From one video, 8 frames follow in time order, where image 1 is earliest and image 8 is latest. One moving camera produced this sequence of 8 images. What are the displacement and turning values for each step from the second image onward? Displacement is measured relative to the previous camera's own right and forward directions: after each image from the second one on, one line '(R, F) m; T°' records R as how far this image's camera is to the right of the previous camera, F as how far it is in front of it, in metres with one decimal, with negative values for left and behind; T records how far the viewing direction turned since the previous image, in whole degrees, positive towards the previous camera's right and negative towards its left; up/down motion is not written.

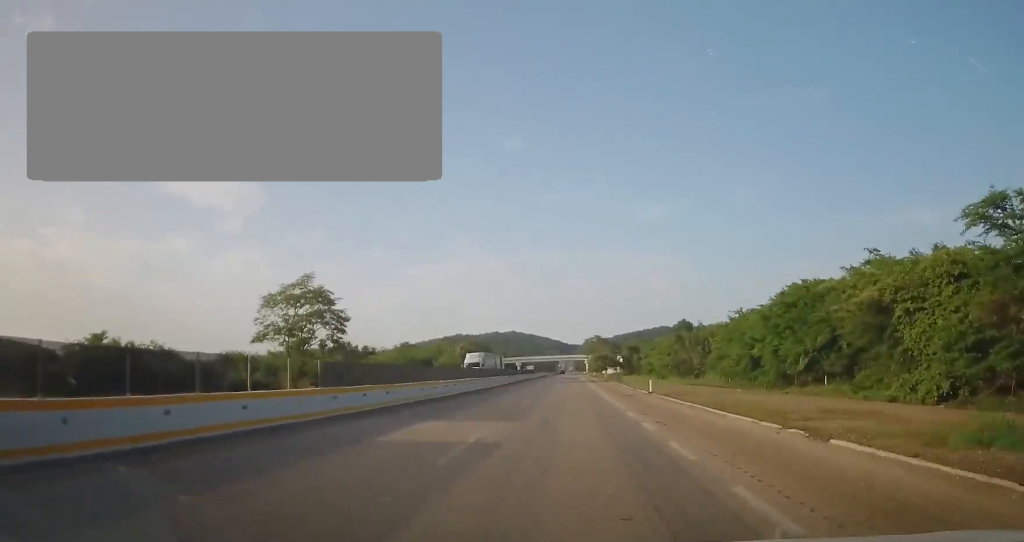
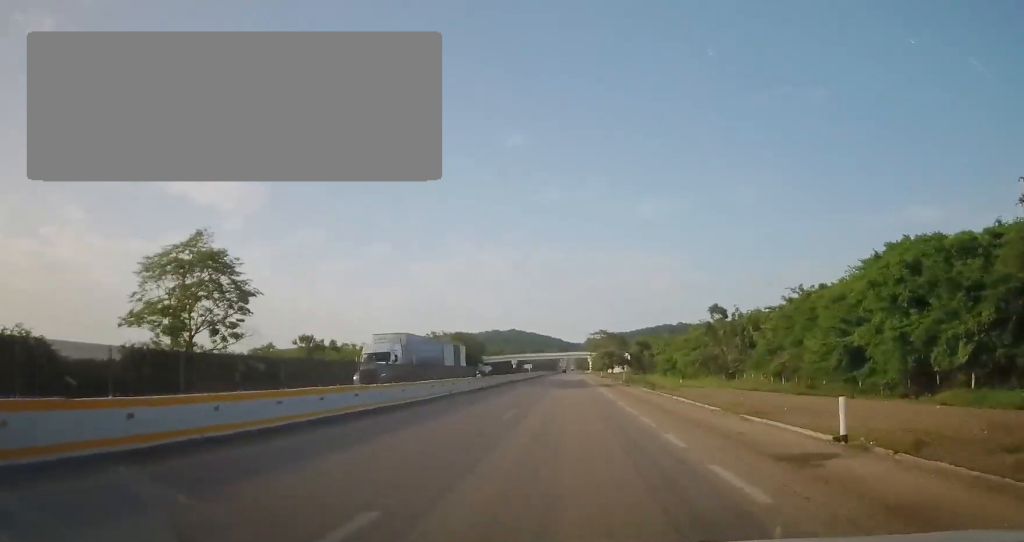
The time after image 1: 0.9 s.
(+0.4, +23.8) m; 0°
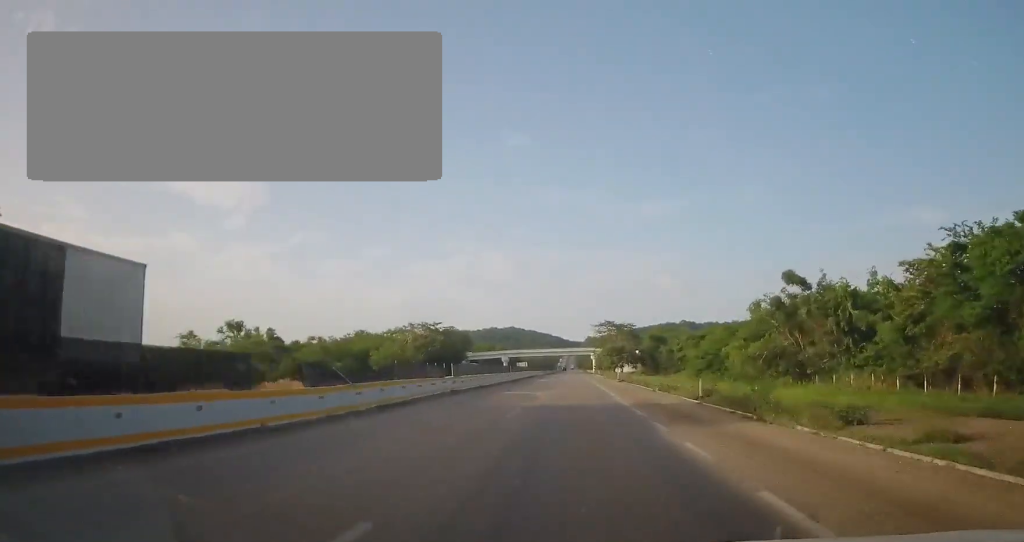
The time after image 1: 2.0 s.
(-0.6, +30.5) m; -1°
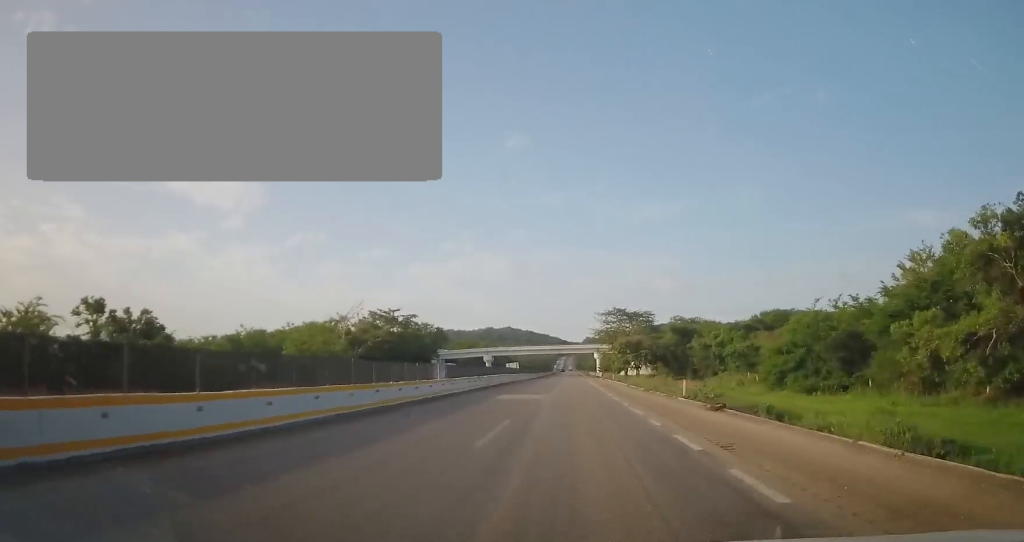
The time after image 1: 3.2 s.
(+0.7, +35.3) m; +2°
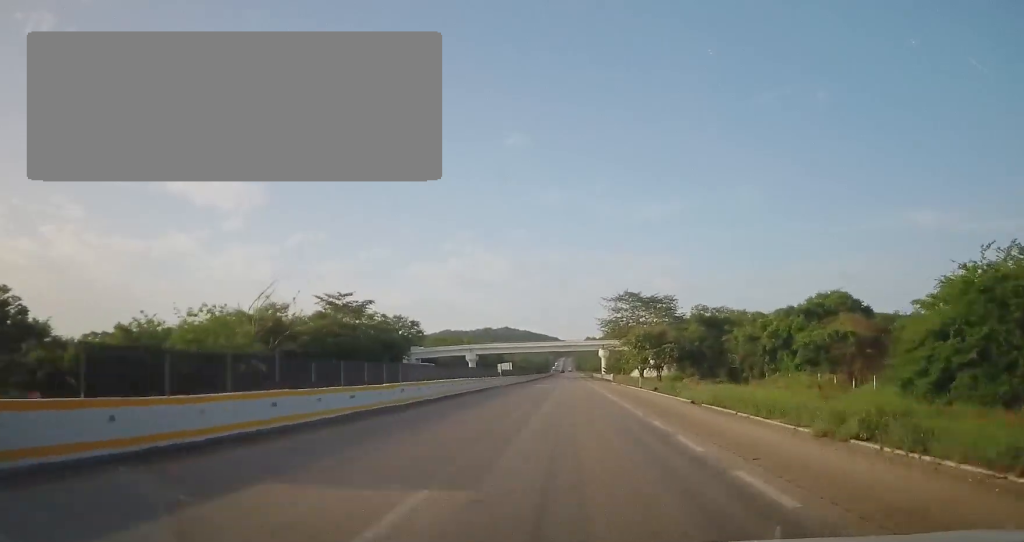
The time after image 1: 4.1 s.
(+0.3, +24.9) m; -1°
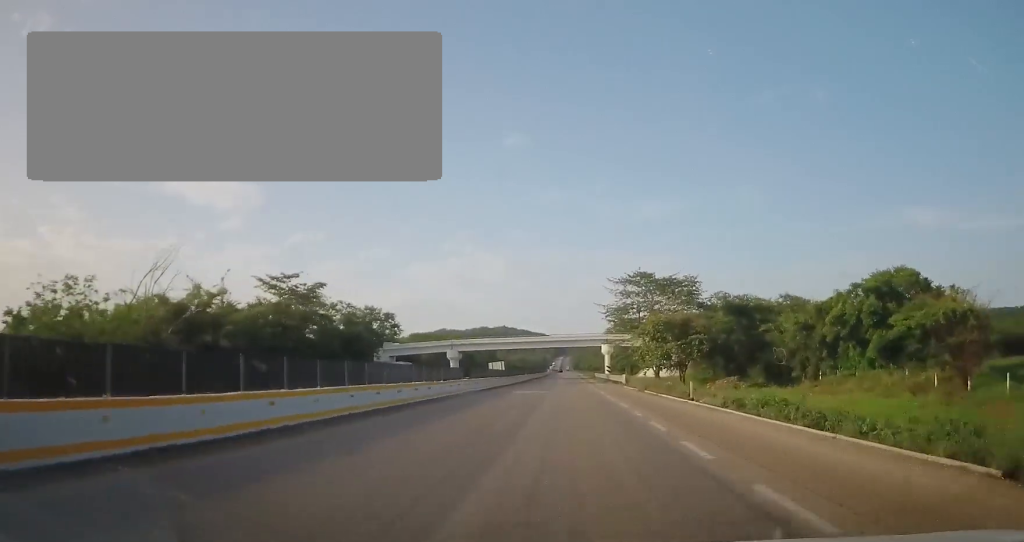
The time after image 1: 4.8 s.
(-0.4, +17.7) m; -1°
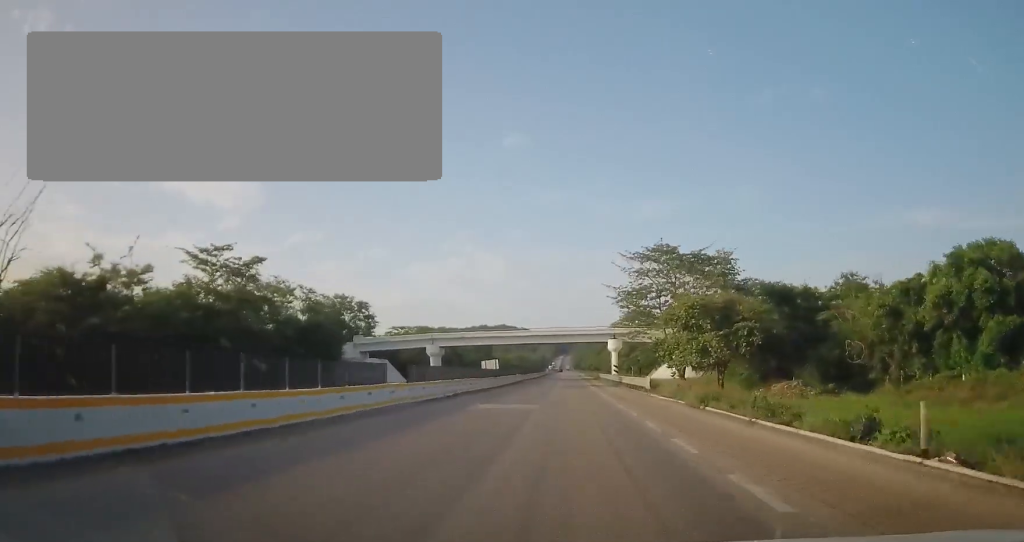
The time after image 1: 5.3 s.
(-0.1, +15.8) m; 0°
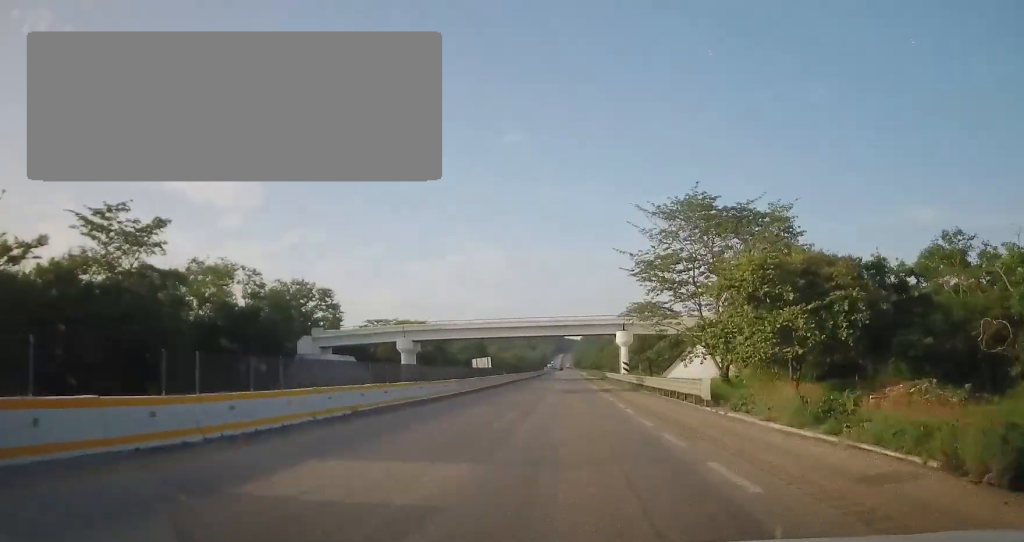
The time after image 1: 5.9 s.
(-0.2, +15.8) m; +1°
